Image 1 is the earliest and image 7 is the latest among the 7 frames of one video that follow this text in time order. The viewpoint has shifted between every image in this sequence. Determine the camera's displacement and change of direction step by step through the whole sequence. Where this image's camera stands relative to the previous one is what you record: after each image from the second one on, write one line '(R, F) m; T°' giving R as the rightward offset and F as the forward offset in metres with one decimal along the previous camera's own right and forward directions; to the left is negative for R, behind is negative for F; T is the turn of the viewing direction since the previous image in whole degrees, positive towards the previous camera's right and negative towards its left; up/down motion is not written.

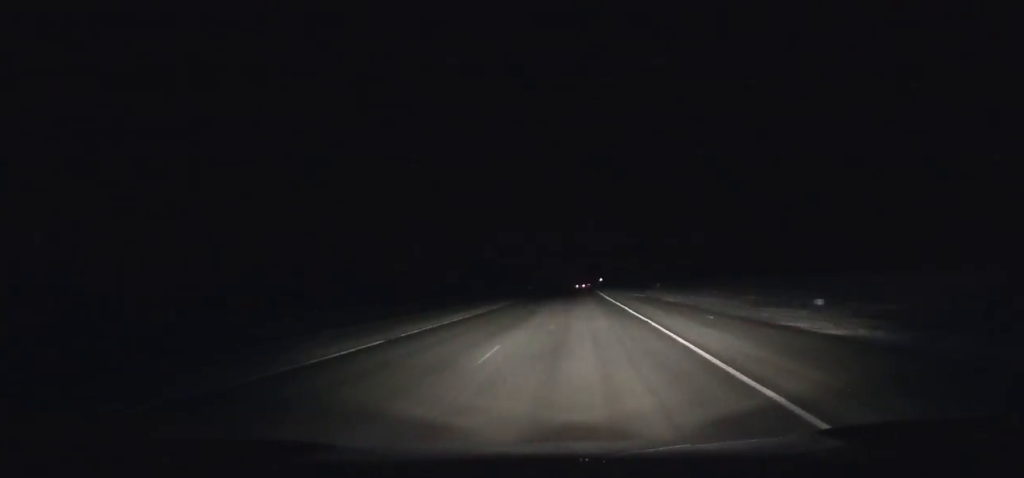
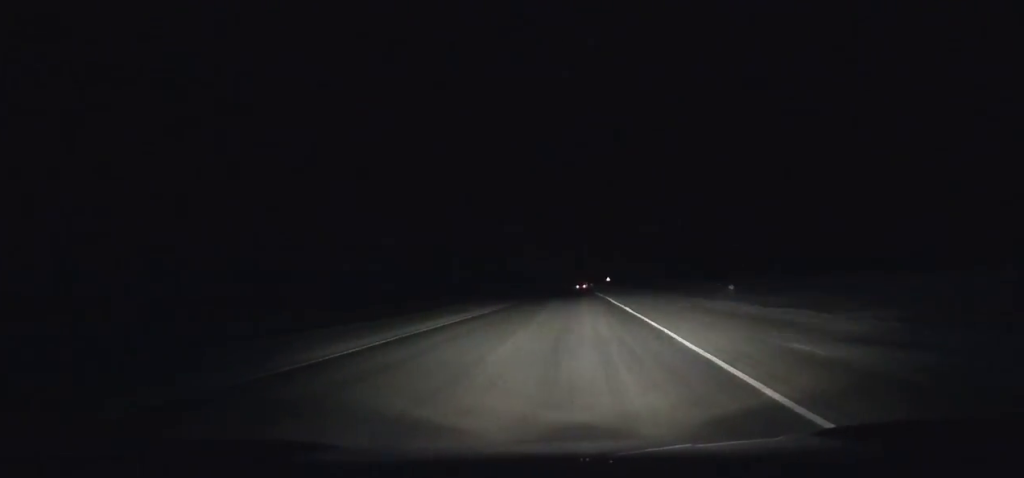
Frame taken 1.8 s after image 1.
(+0.1, +46.5) m; 0°
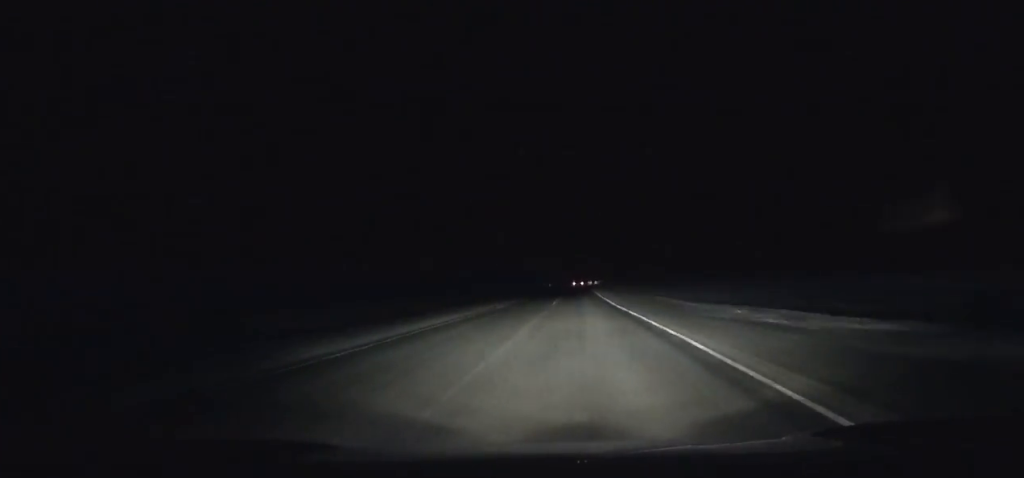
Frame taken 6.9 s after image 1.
(+0.6, +130.4) m; 0°
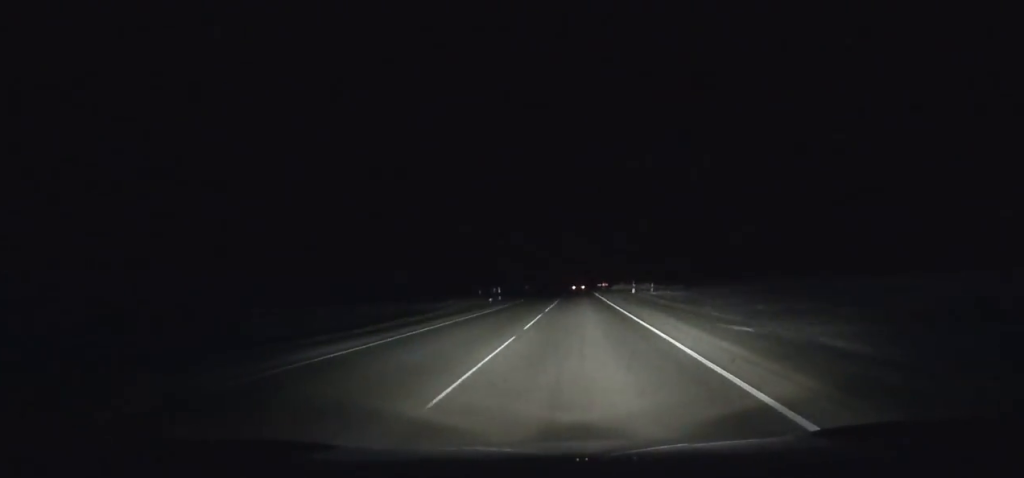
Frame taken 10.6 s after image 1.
(-0.3, +93.0) m; -1°
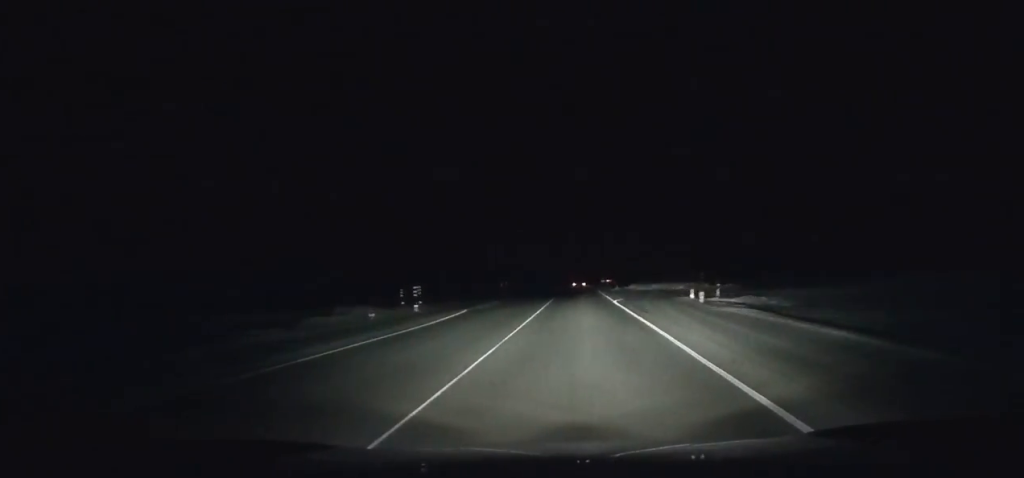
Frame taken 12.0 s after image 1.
(0.0, +35.0) m; 0°
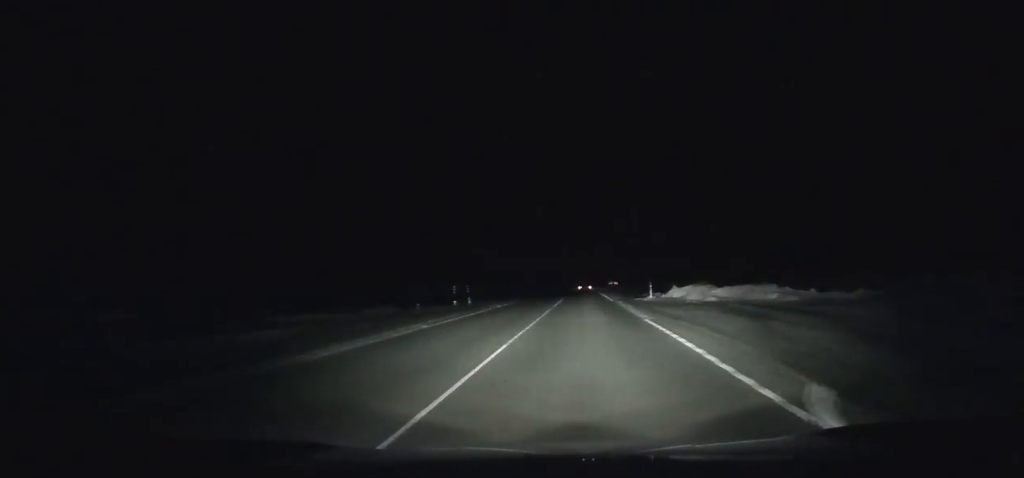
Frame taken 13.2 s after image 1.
(-0.2, +29.9) m; 0°
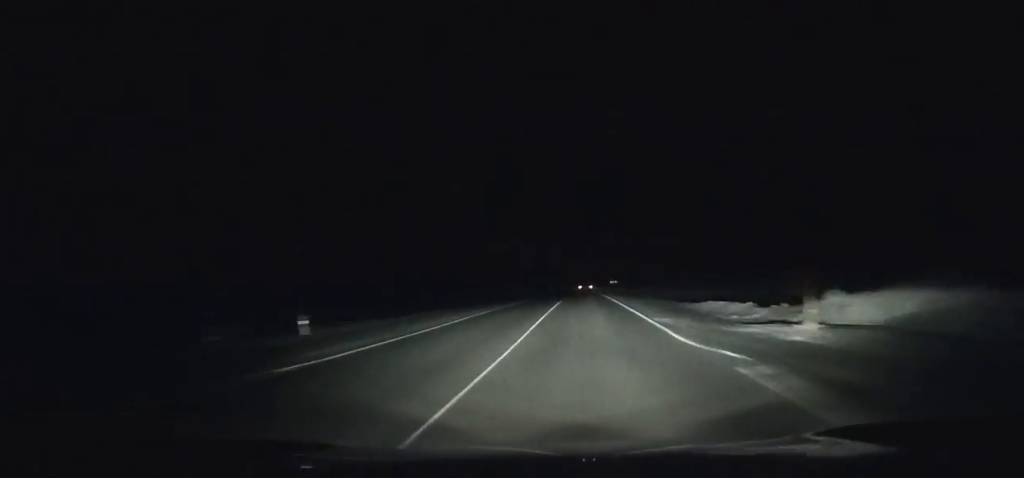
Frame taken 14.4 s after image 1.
(-0.1, +30.0) m; 0°
